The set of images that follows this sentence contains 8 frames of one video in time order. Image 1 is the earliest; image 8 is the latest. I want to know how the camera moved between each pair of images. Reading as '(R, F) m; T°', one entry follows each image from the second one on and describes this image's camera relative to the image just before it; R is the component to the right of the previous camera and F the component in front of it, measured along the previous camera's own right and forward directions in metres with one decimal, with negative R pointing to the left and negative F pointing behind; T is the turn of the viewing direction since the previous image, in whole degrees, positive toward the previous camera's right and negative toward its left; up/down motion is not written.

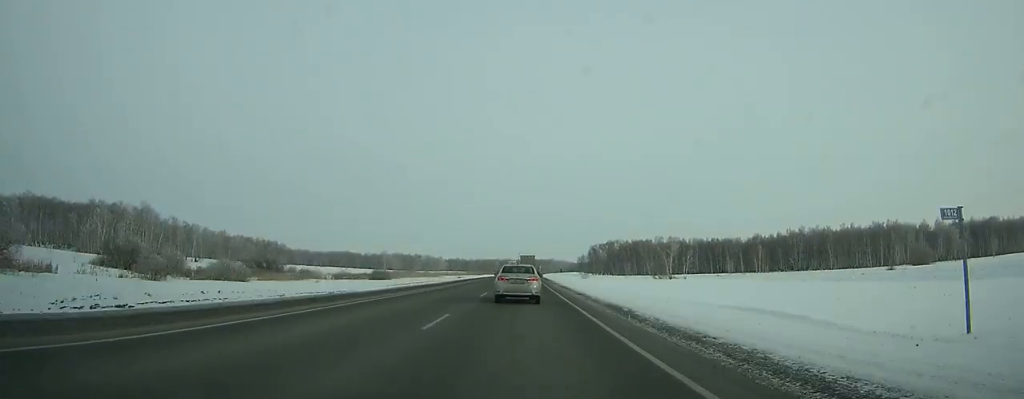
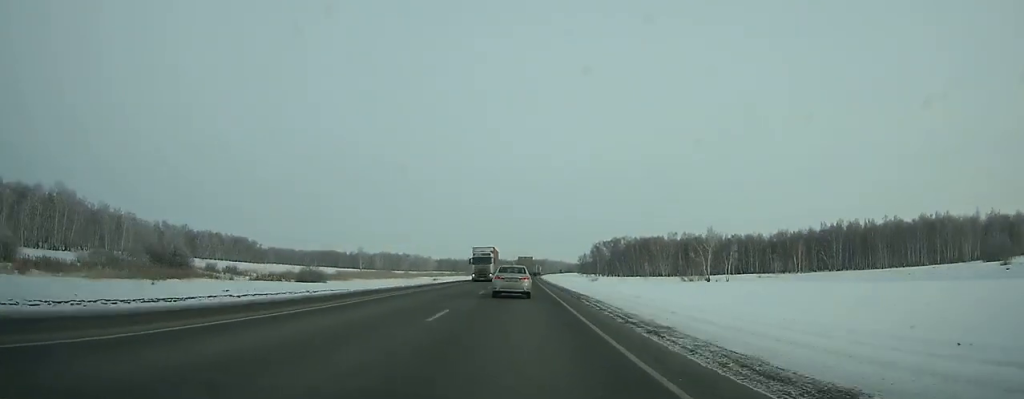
(+0.1, +49.4) m; 0°
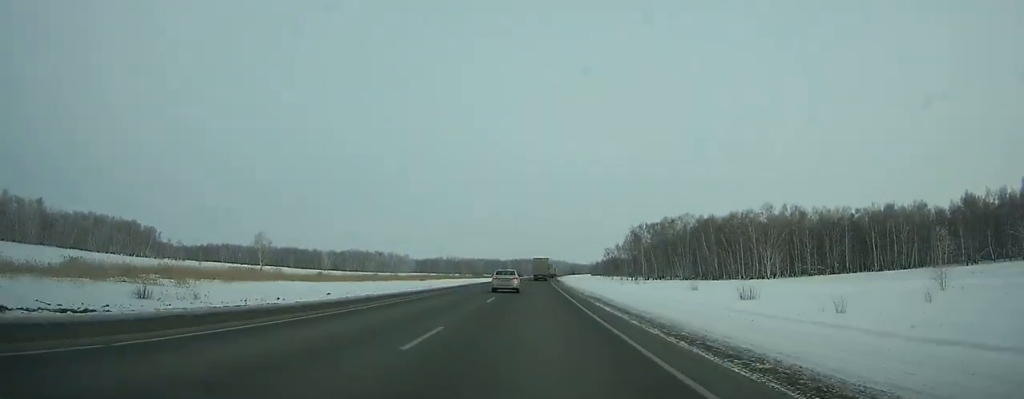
(+0.3, +139.3) m; +1°
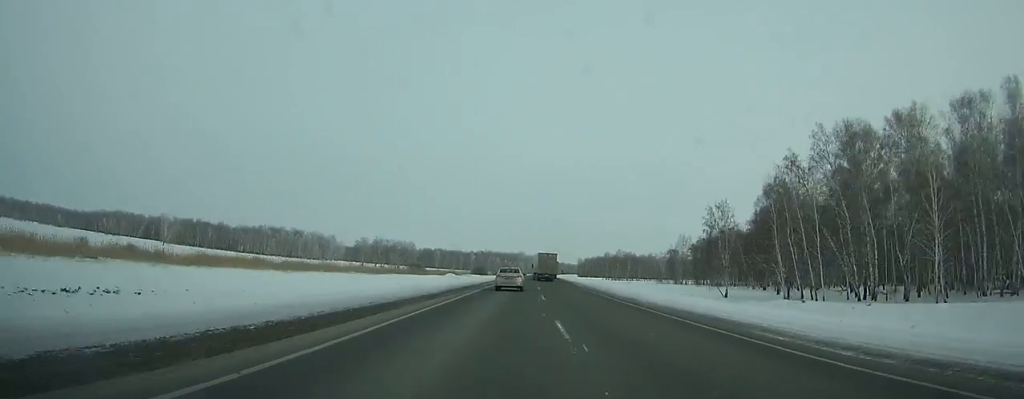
(+3.0, +157.0) m; +2°
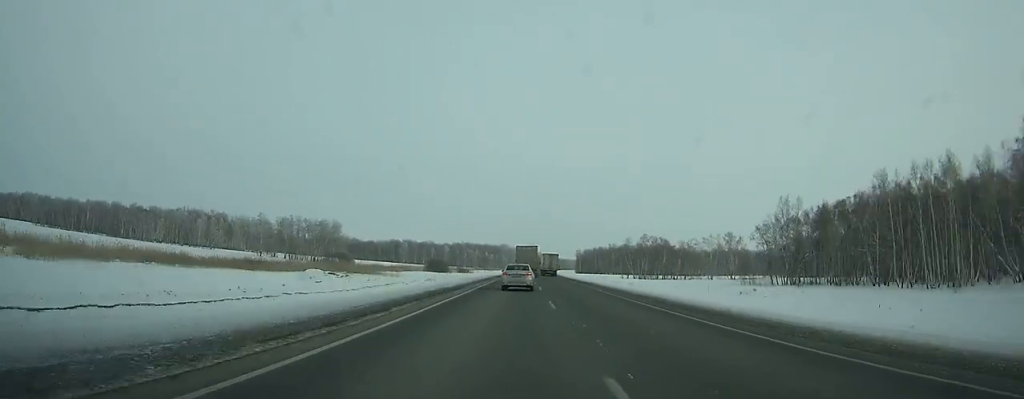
(+1.6, +101.8) m; +2°
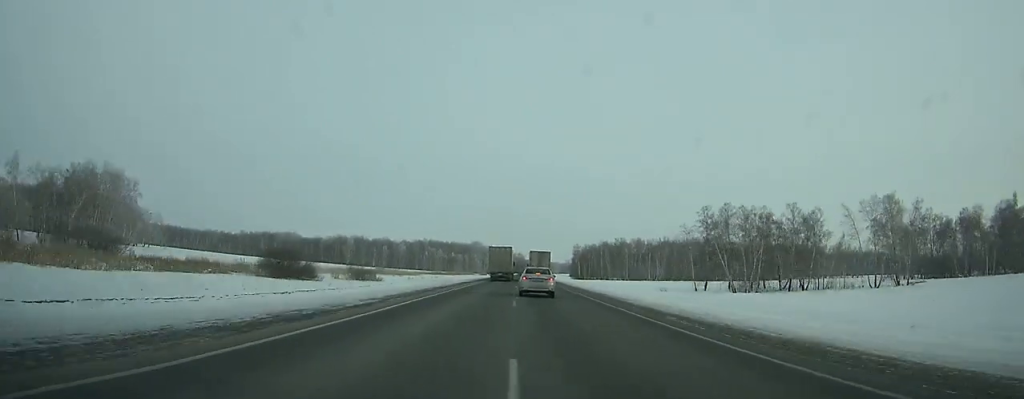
(+1.7, +107.6) m; +2°
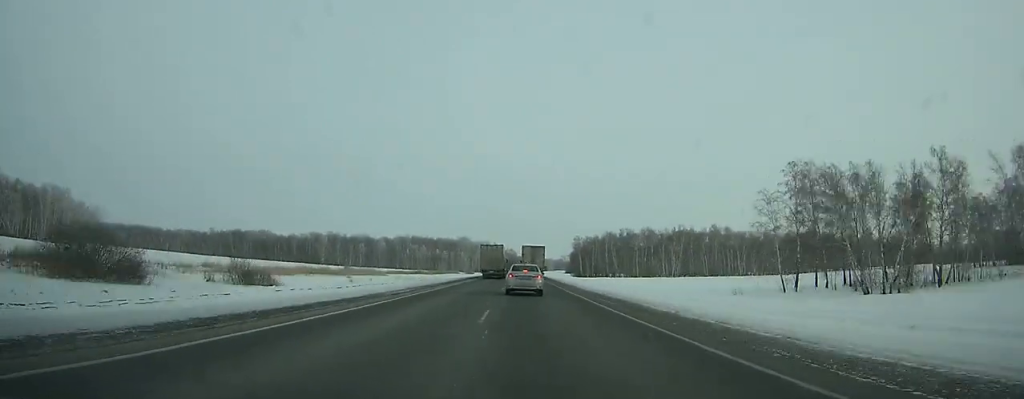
(+0.3, +36.3) m; 0°
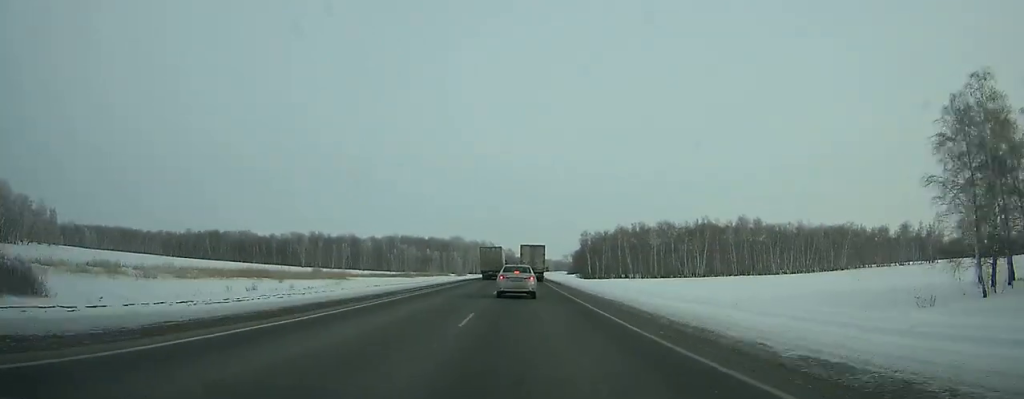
(+0.1, +33.7) m; 0°
